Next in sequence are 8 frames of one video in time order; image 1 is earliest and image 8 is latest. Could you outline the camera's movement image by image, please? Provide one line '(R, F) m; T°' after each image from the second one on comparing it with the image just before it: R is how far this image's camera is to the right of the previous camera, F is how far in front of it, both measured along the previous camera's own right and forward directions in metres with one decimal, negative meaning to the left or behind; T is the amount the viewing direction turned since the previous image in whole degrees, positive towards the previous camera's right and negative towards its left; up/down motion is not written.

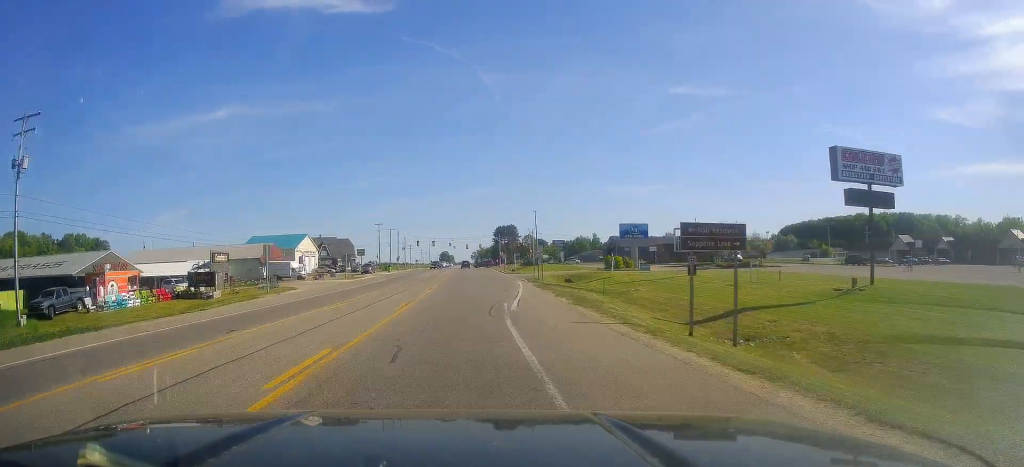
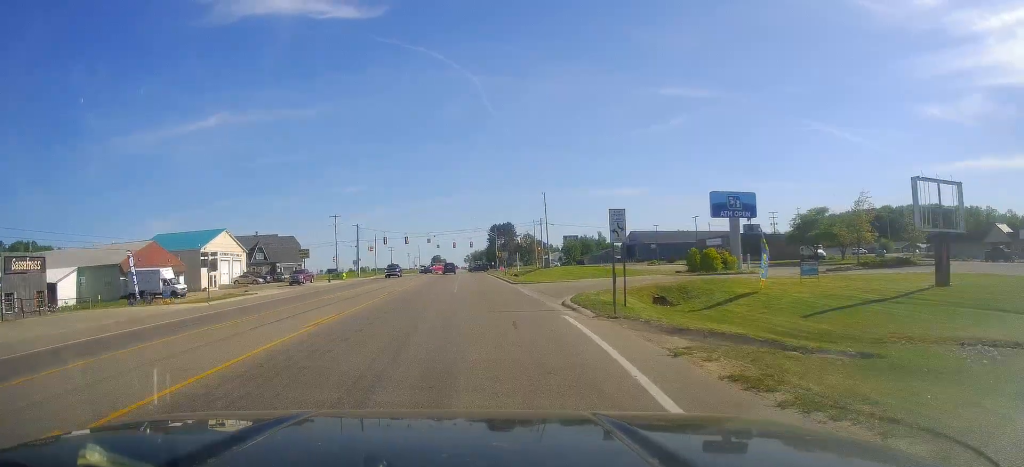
(+0.3, +37.4) m; 0°
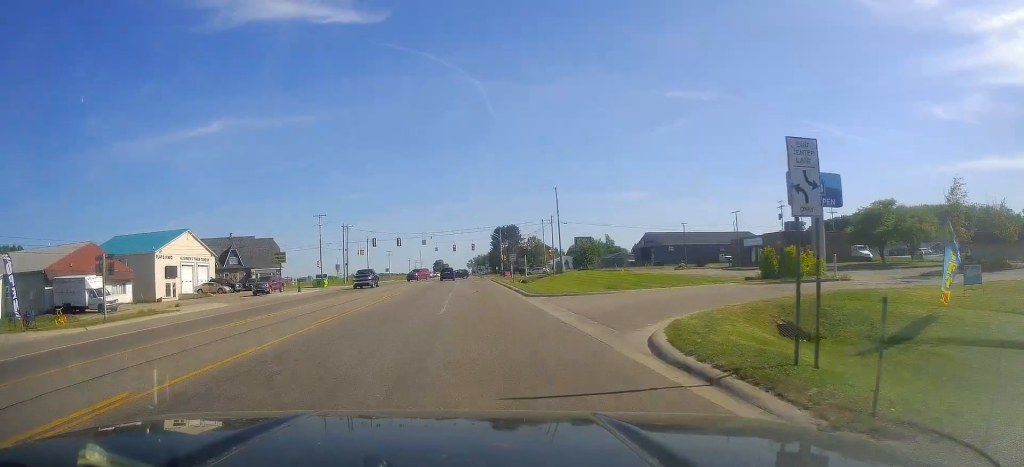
(-0.1, +12.8) m; 0°
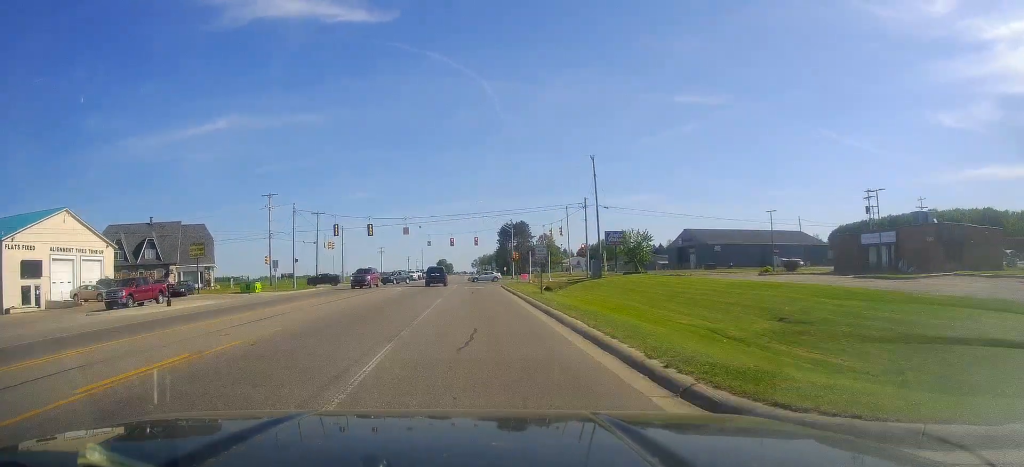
(+1.0, +26.1) m; +2°
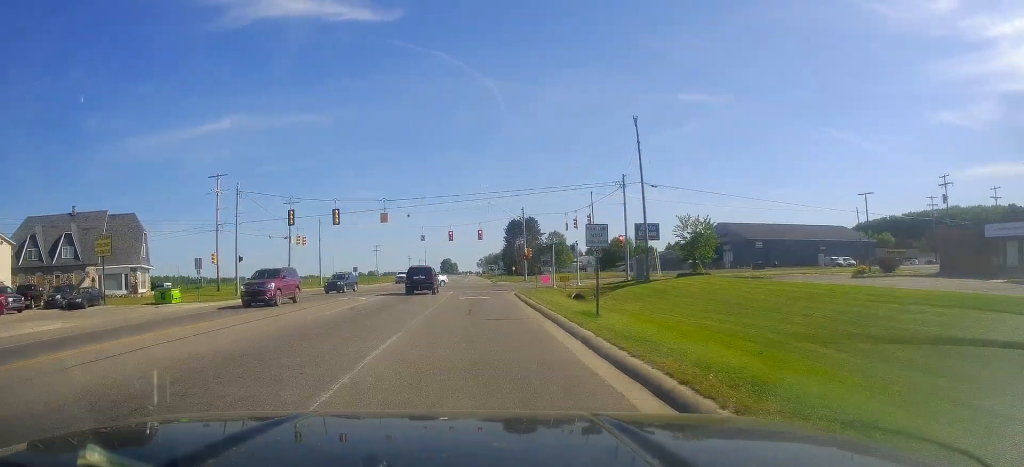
(-0.6, +16.3) m; -6°
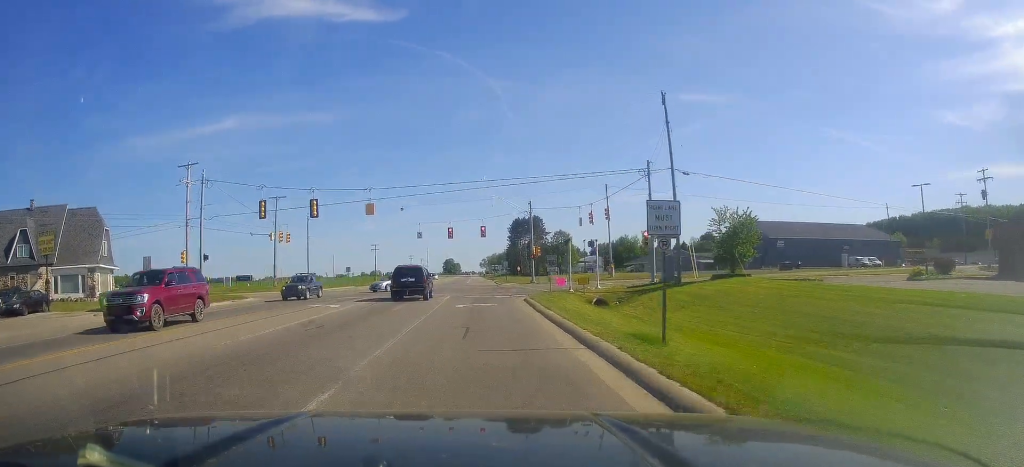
(-0.4, +6.7) m; 0°
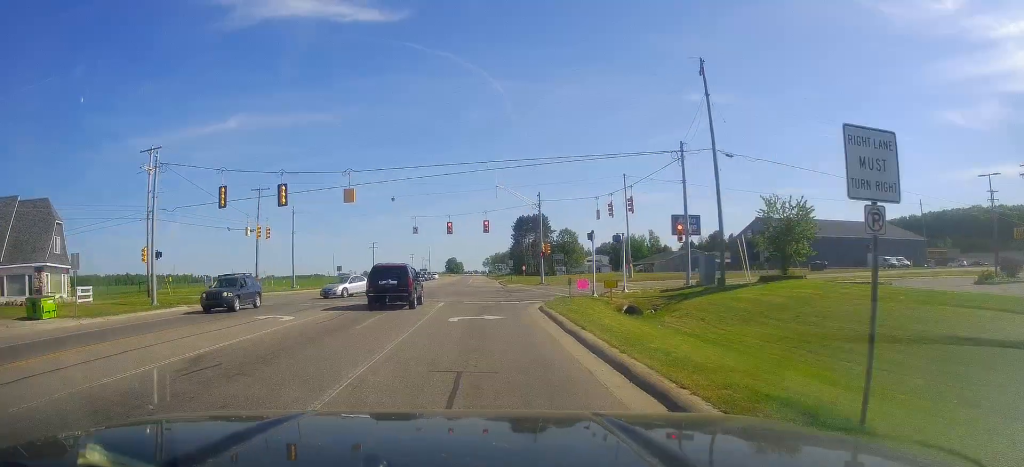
(-0.4, +7.1) m; 0°
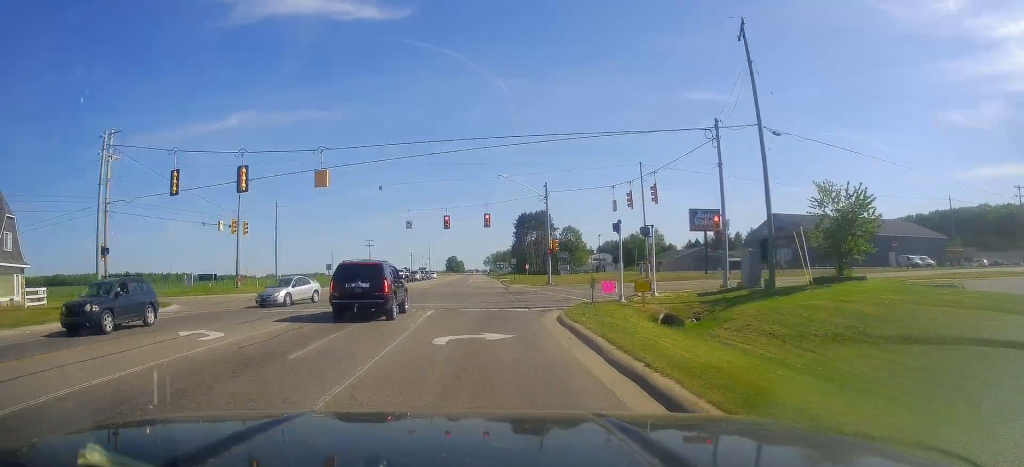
(+0.3, +5.5) m; +4°
